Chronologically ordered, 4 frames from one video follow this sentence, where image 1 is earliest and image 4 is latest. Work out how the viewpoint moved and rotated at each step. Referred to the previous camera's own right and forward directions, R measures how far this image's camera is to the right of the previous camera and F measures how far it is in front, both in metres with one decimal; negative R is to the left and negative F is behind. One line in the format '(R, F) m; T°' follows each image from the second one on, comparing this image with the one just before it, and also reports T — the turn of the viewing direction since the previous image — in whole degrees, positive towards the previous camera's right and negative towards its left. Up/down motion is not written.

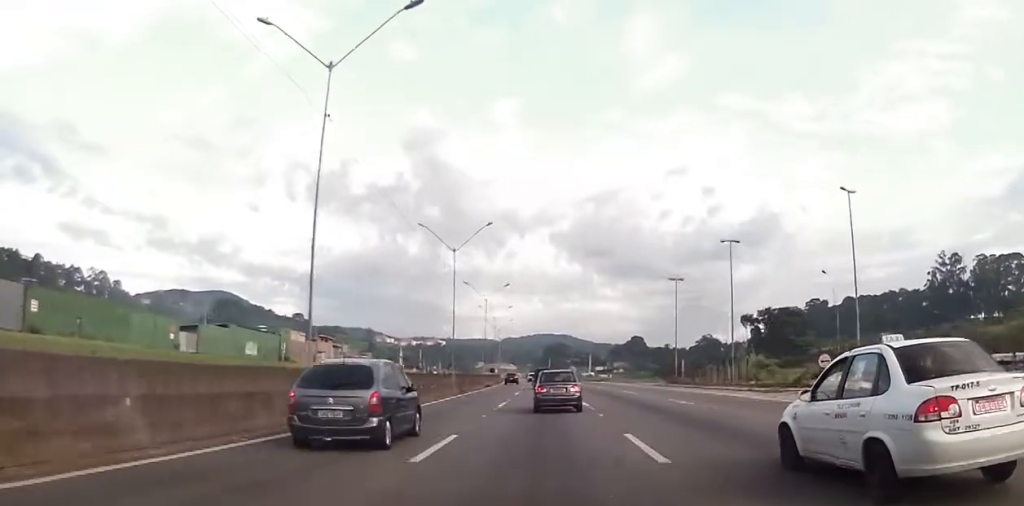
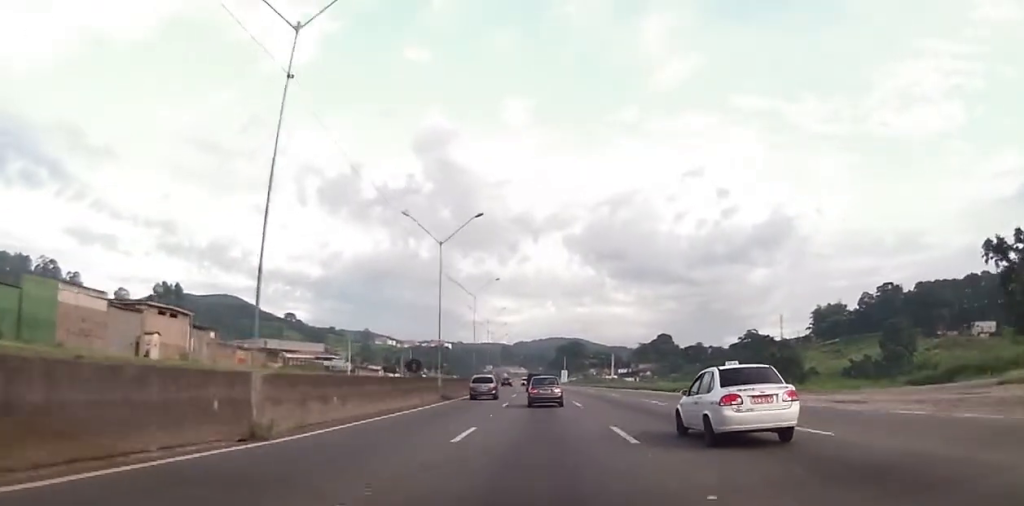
(-0.8, +67.6) m; -1°
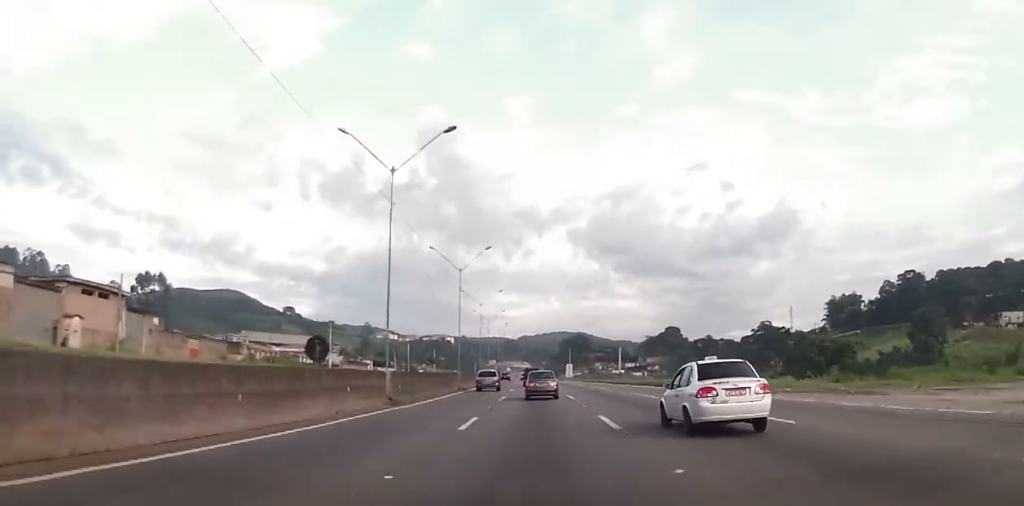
(-0.2, +15.9) m; -1°
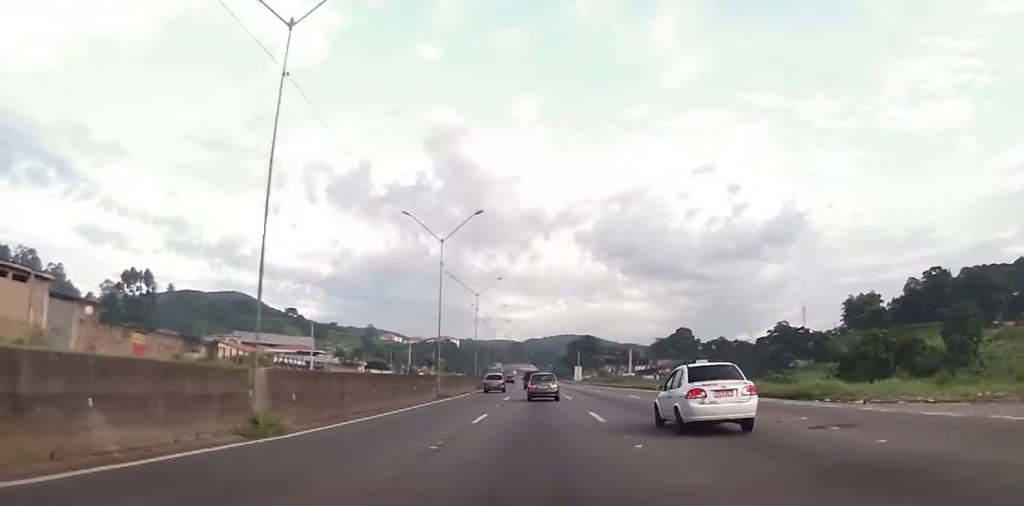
(-0.1, +14.8) m; 0°
